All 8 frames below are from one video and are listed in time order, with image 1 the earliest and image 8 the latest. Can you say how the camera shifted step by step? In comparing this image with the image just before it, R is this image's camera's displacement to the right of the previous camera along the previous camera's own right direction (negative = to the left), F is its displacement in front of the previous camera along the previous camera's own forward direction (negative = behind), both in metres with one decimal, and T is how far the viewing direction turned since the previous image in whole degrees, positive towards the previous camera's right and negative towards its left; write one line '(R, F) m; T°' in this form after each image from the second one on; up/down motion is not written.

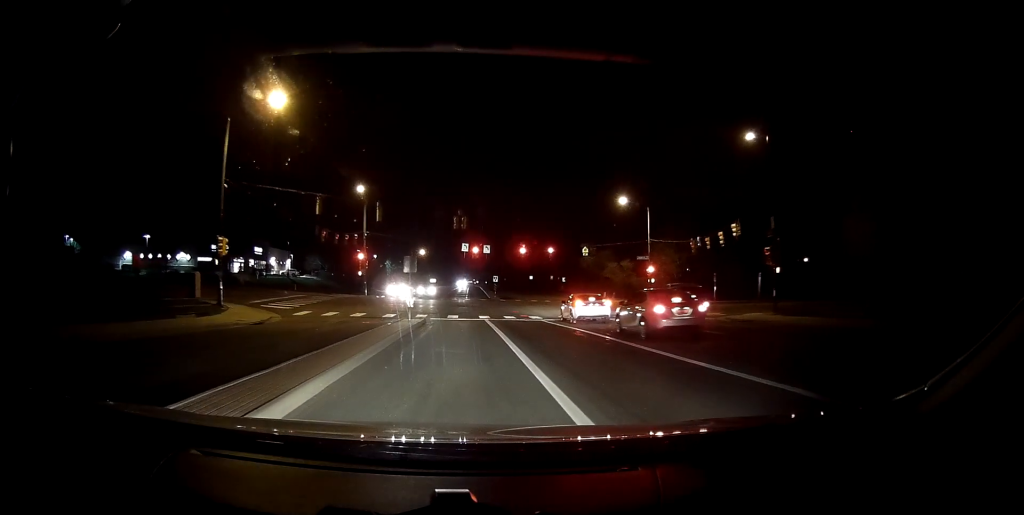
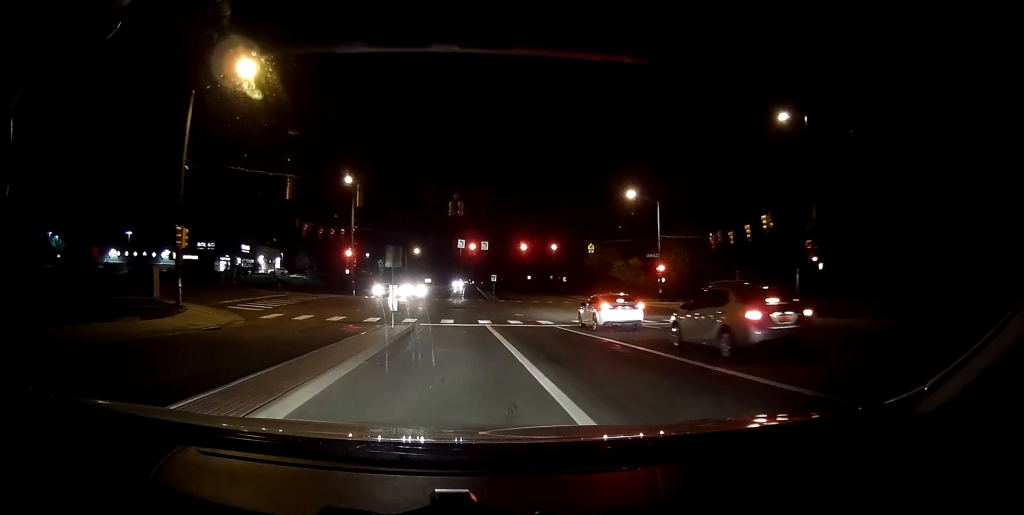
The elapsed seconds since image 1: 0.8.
(0.0, +4.8) m; 0°
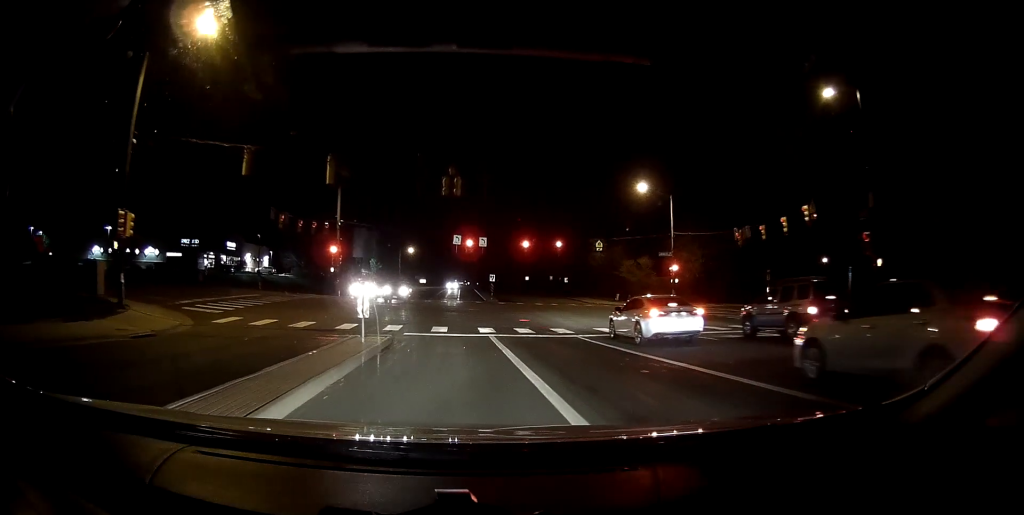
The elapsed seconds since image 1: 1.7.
(0.0, +5.0) m; 0°
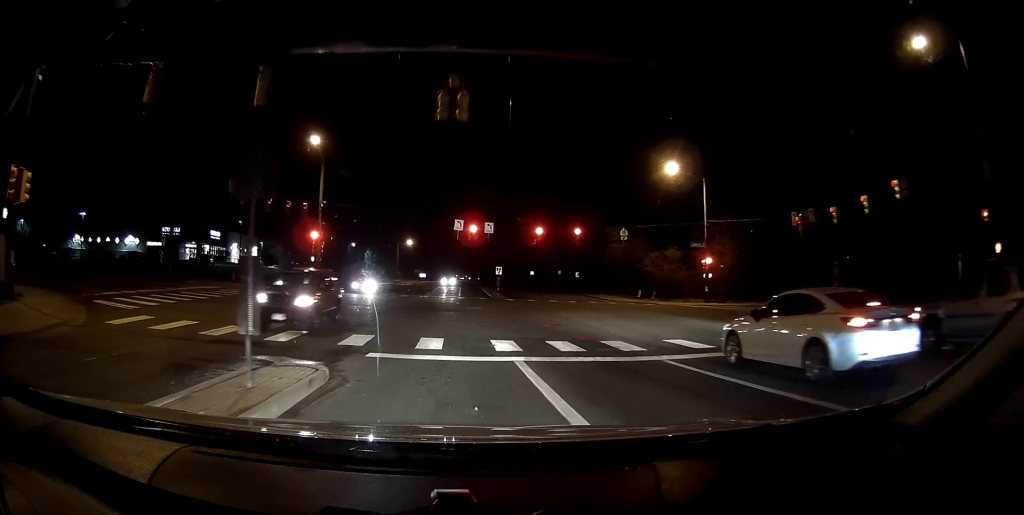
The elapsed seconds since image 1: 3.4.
(0.0, +7.2) m; 0°
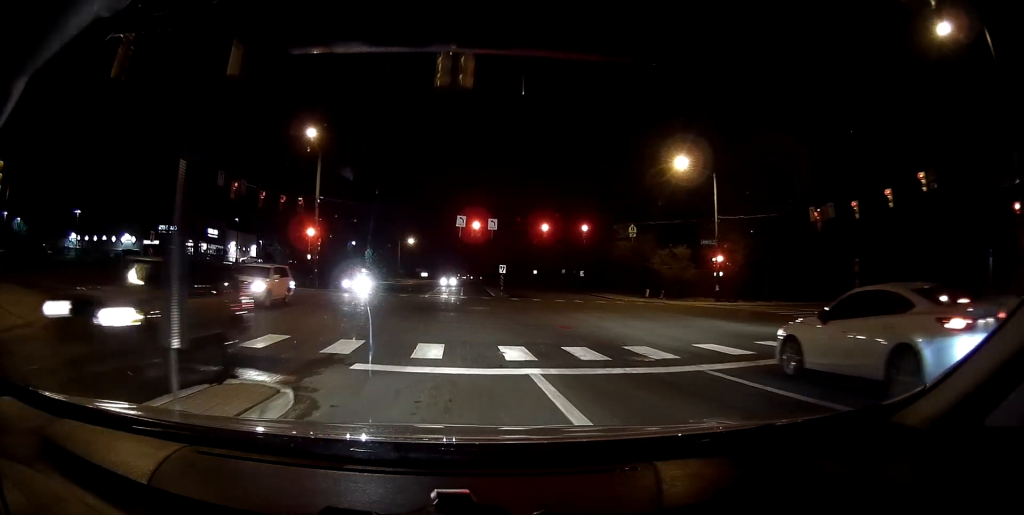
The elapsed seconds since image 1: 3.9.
(0.0, +1.5) m; 0°
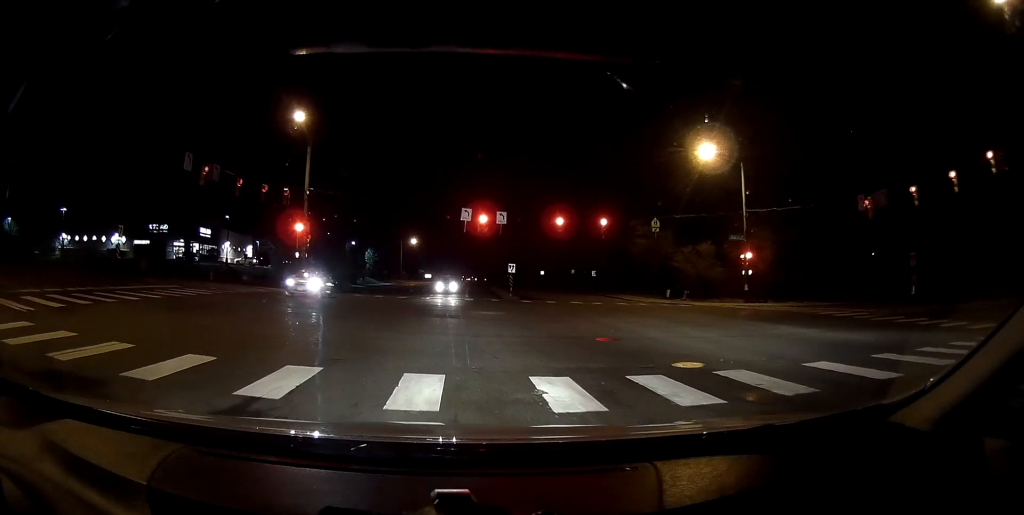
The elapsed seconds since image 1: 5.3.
(0.0, +3.4) m; 0°
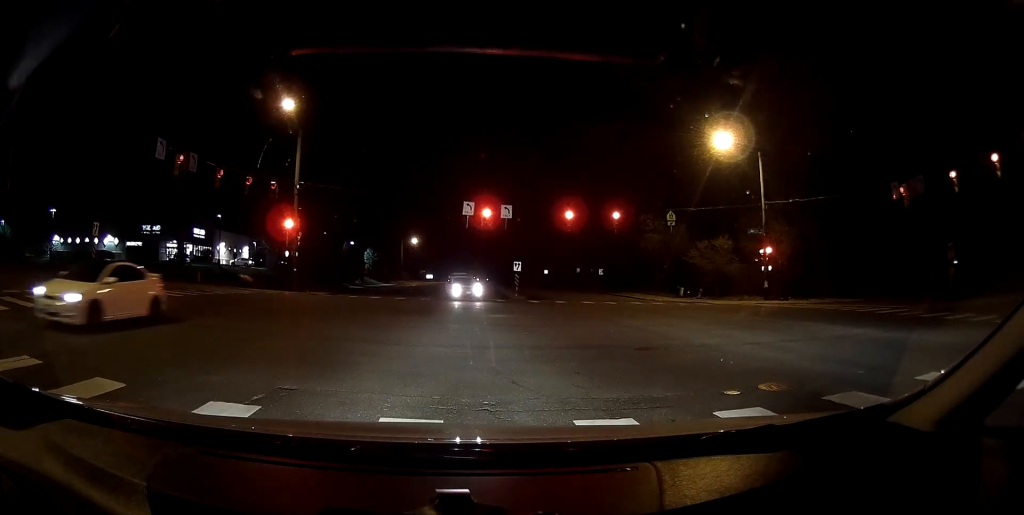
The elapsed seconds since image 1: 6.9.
(0.0, +1.5) m; 0°
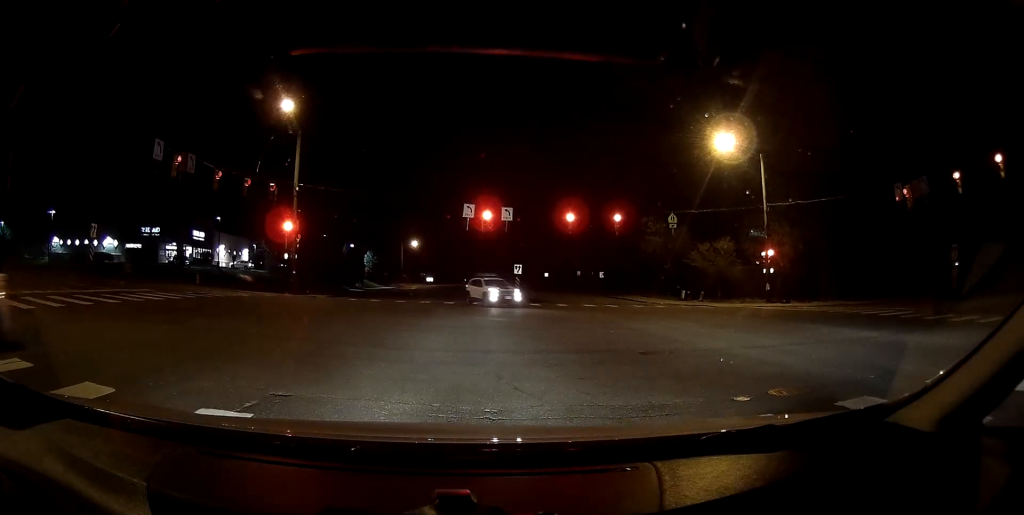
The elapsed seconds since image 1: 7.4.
(0.0, +0.2) m; 0°
